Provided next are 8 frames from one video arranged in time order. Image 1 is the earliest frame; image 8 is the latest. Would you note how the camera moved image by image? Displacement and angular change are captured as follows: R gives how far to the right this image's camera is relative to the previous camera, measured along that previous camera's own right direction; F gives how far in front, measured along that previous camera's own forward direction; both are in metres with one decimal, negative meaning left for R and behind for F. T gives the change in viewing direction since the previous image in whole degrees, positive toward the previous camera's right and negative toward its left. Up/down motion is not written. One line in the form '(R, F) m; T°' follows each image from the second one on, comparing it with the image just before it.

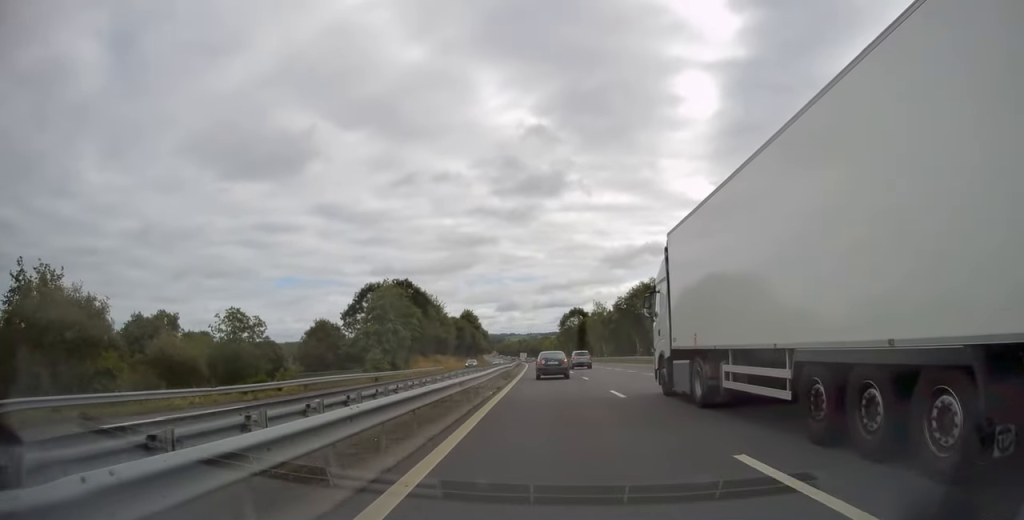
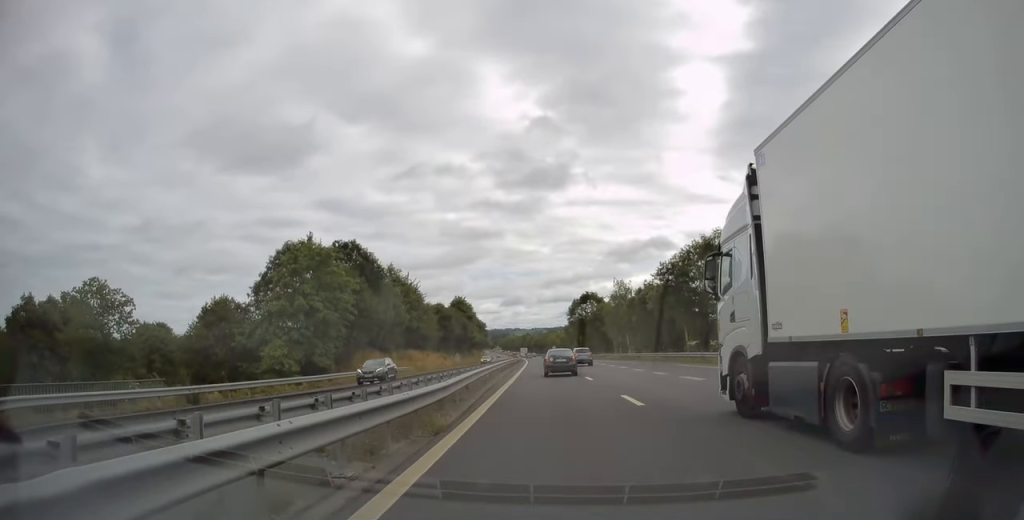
(-0.1, +29.1) m; -1°
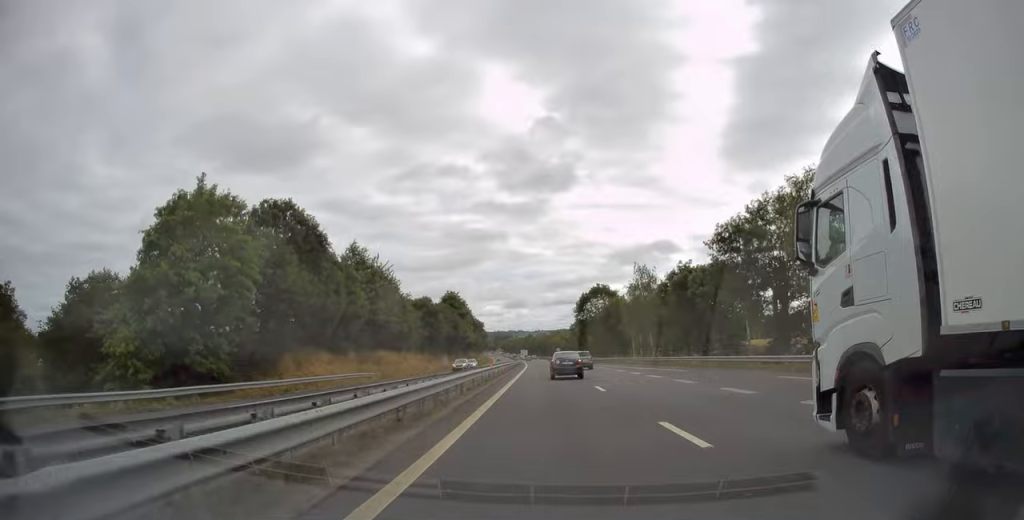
(-0.2, +18.7) m; 0°
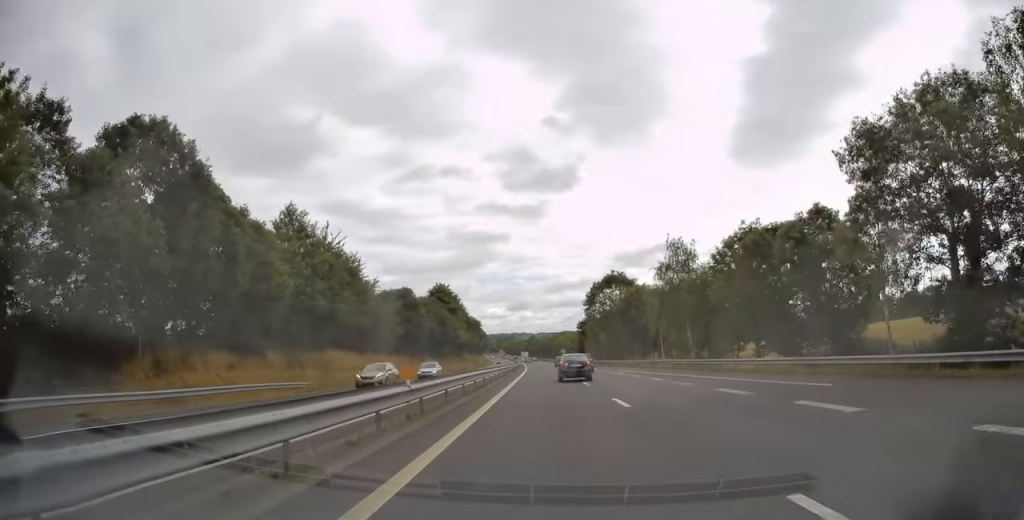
(0.0, +19.0) m; 0°
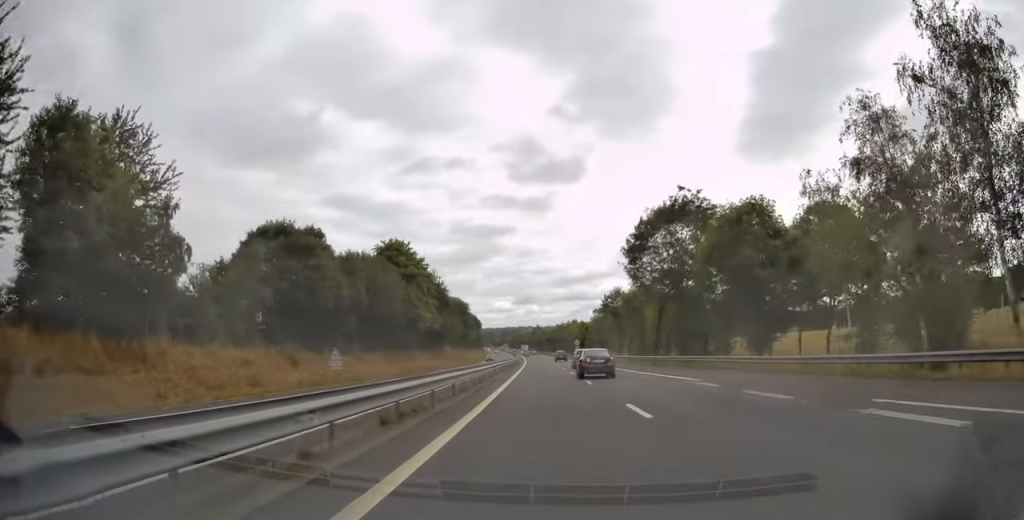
(-0.3, +41.7) m; -1°
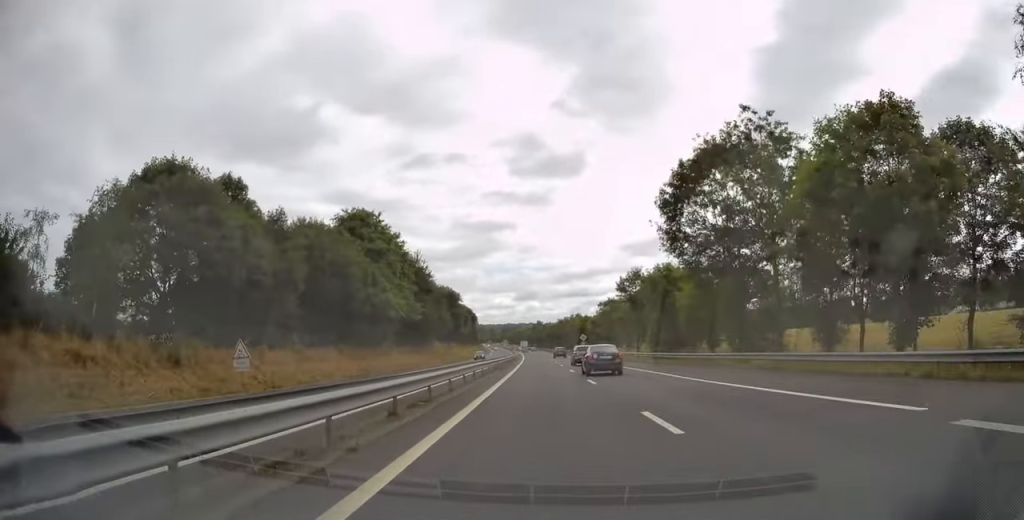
(+0.1, +15.8) m; 0°
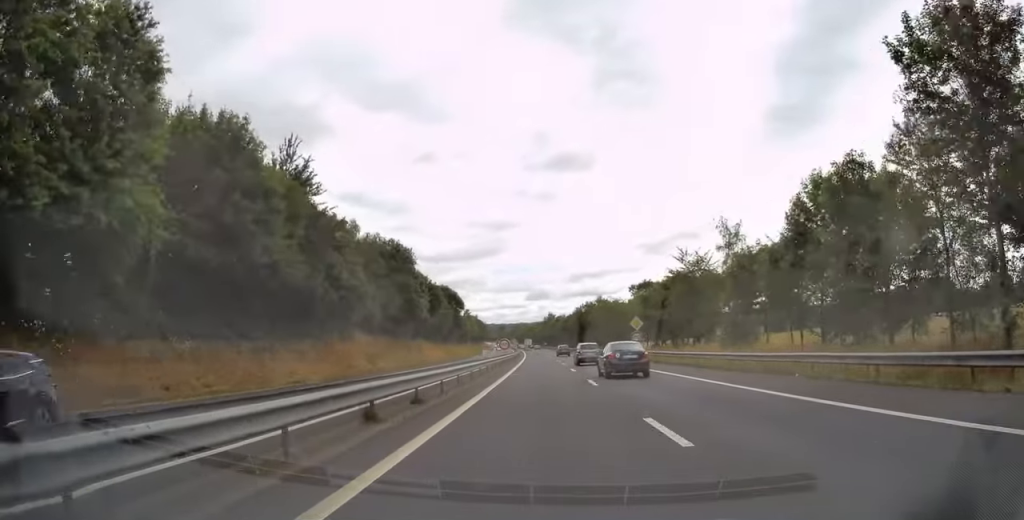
(-0.5, +53.0) m; -1°
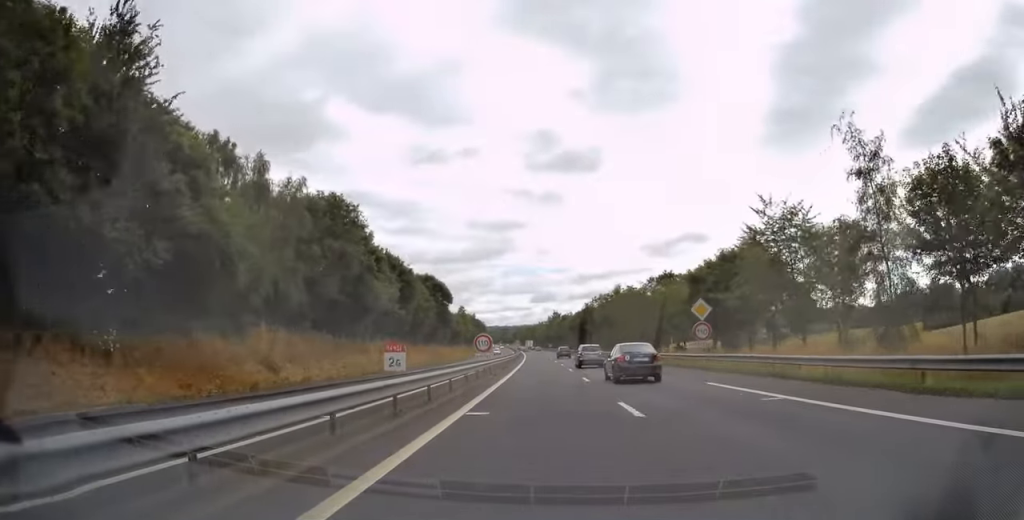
(-0.1, +22.2) m; 0°
